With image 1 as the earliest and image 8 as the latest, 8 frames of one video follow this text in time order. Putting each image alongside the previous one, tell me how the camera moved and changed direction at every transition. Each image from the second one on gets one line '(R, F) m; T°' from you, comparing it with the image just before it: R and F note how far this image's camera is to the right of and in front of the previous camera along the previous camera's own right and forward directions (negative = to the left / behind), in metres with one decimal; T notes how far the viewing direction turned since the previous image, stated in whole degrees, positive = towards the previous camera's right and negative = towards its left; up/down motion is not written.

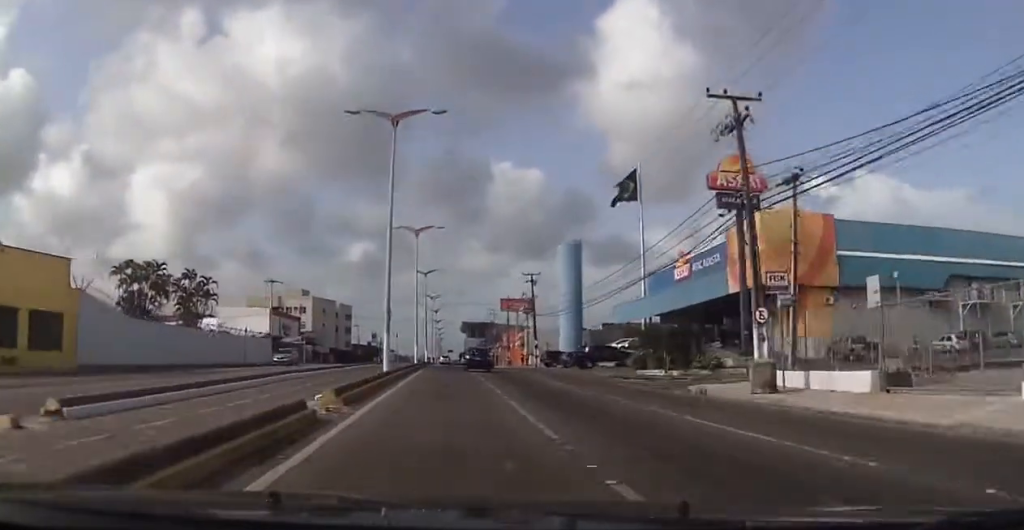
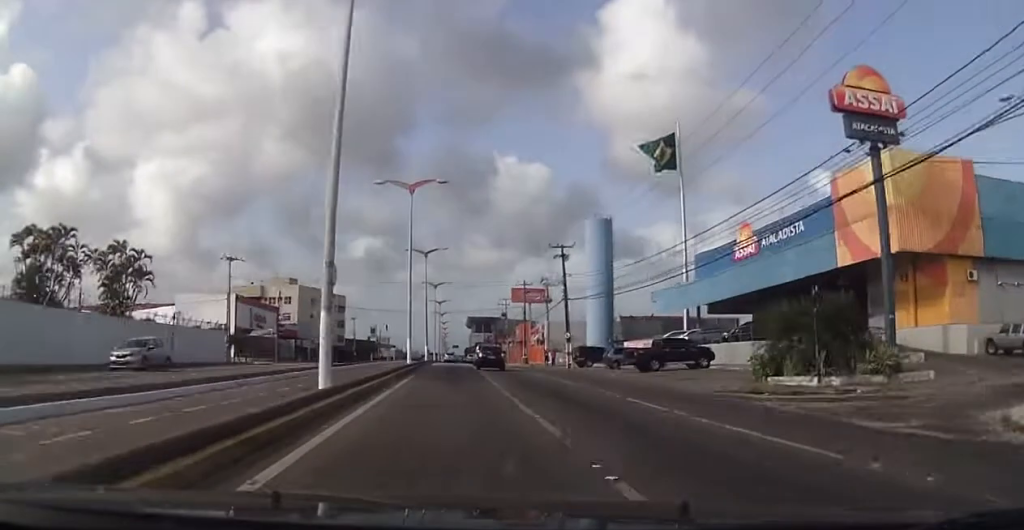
(+0.1, +16.7) m; +1°
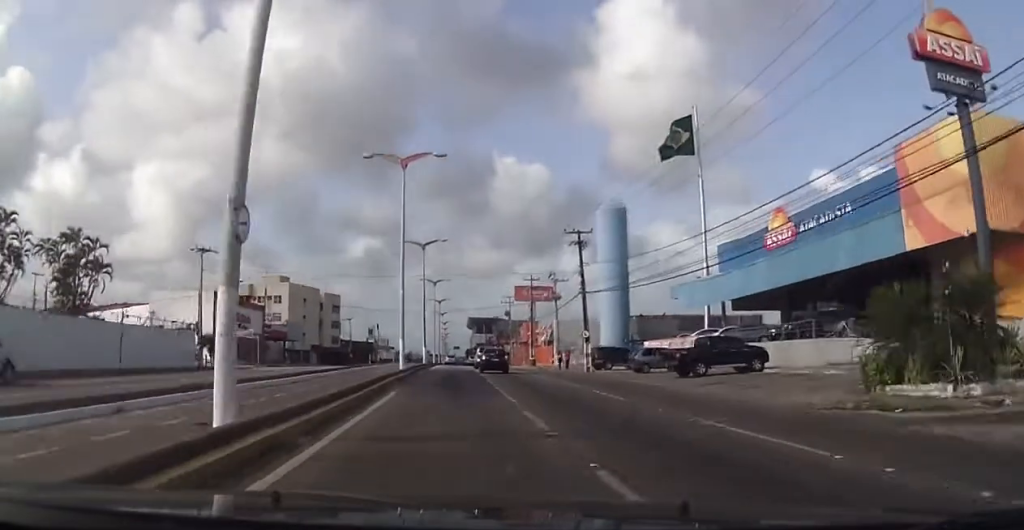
(+0.1, +7.2) m; 0°
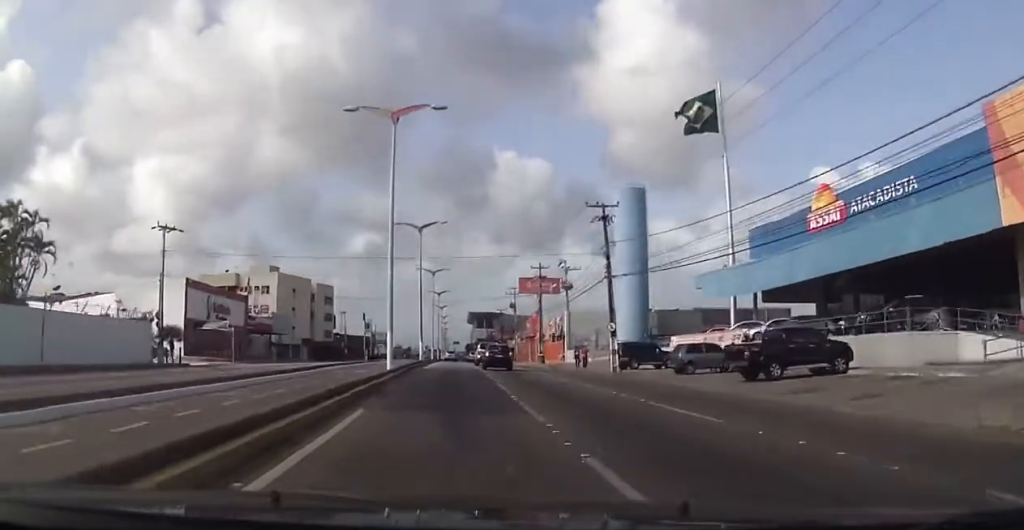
(0.0, +7.7) m; 0°
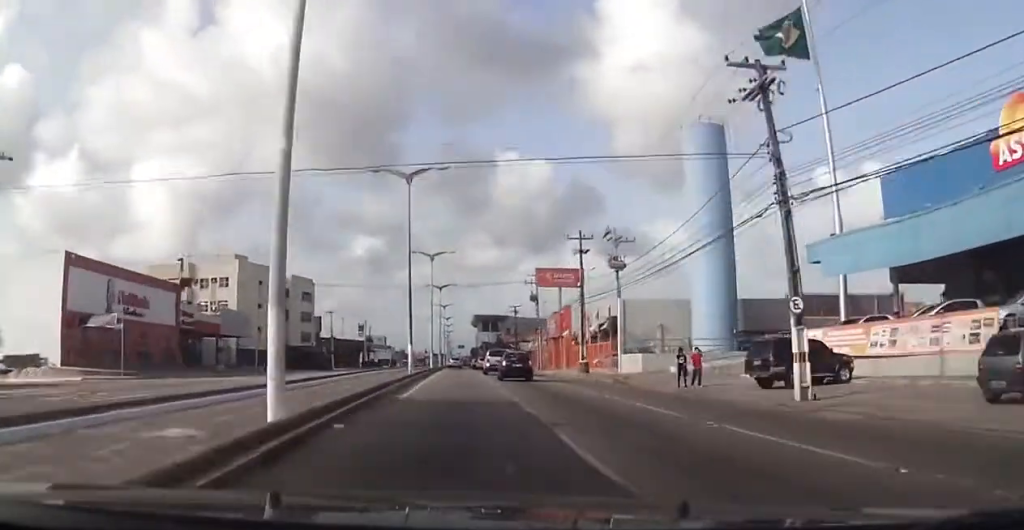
(-0.3, +21.5) m; 0°
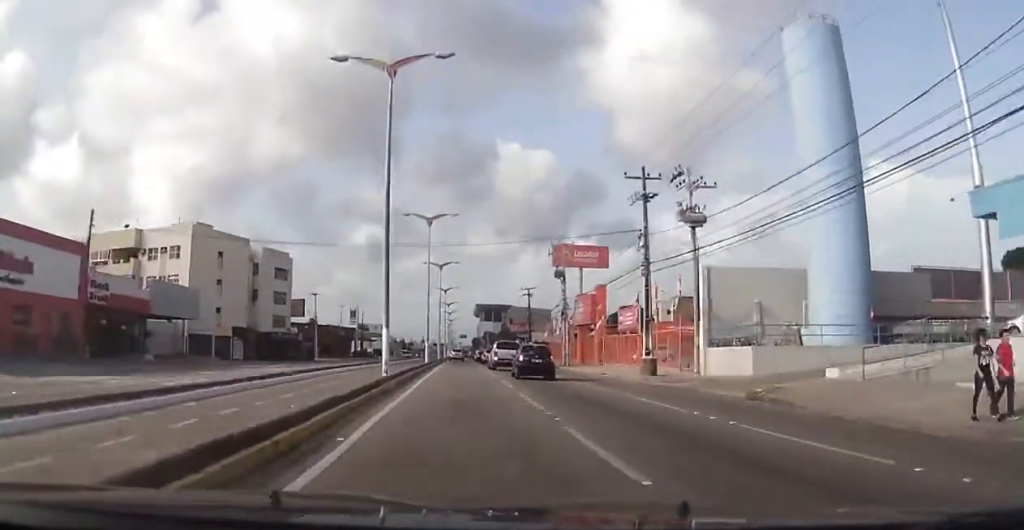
(+0.1, +16.4) m; +1°
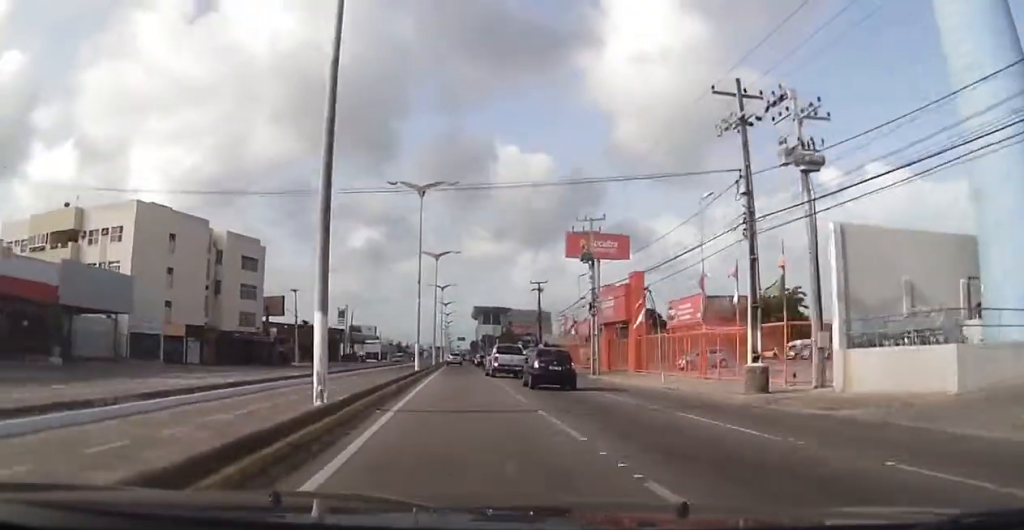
(+0.1, +12.5) m; 0°
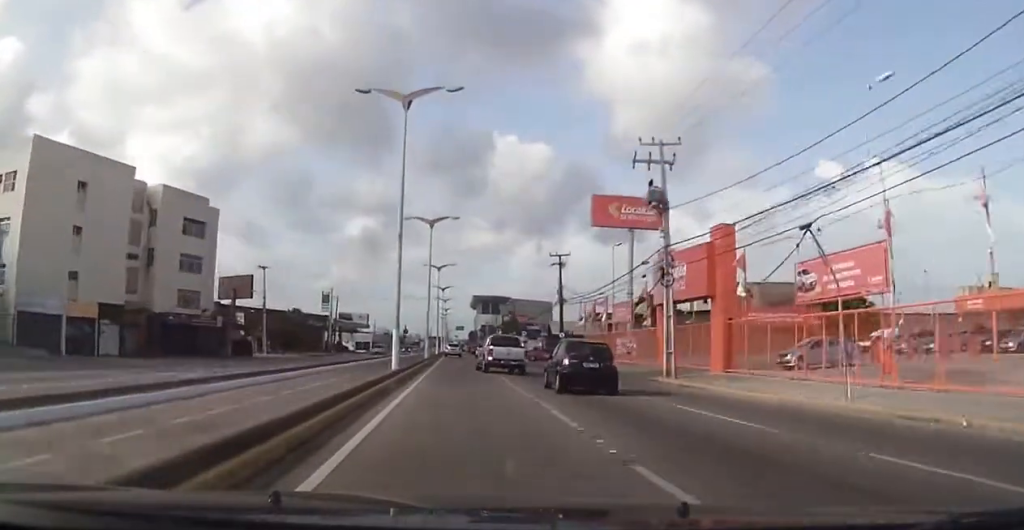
(-0.1, +16.1) m; -1°
